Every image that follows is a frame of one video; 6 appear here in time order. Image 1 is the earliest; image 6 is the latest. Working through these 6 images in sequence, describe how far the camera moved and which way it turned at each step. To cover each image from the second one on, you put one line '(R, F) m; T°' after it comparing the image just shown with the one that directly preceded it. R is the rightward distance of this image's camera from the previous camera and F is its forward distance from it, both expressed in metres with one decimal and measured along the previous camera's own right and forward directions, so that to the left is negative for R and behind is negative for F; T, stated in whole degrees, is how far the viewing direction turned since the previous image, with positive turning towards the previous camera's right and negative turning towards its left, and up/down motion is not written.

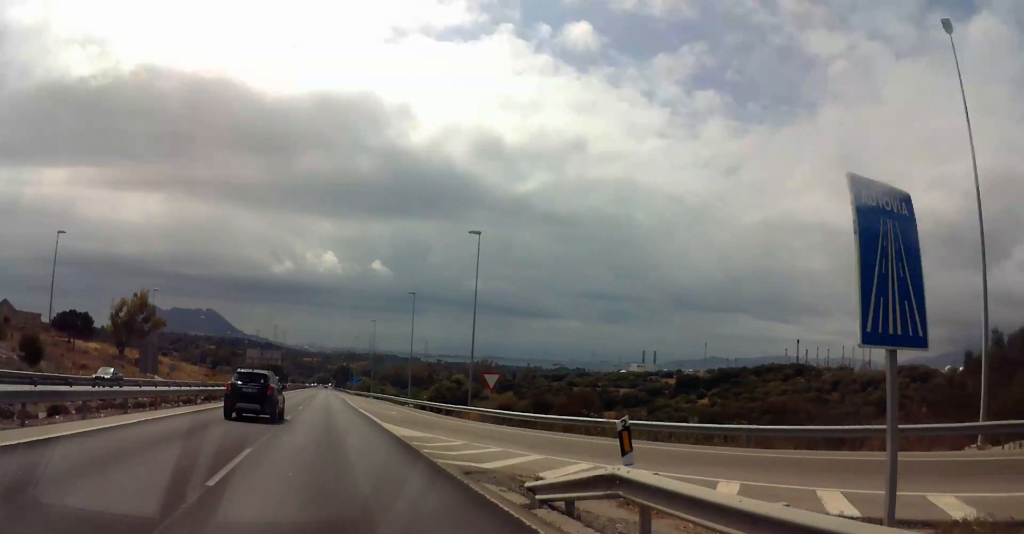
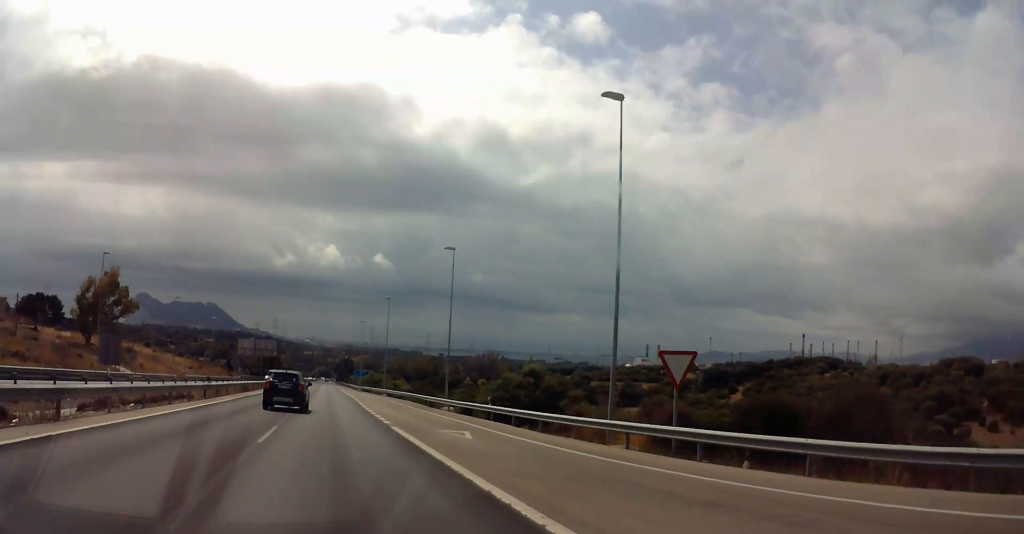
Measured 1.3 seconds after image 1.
(-0.4, +21.7) m; -2°
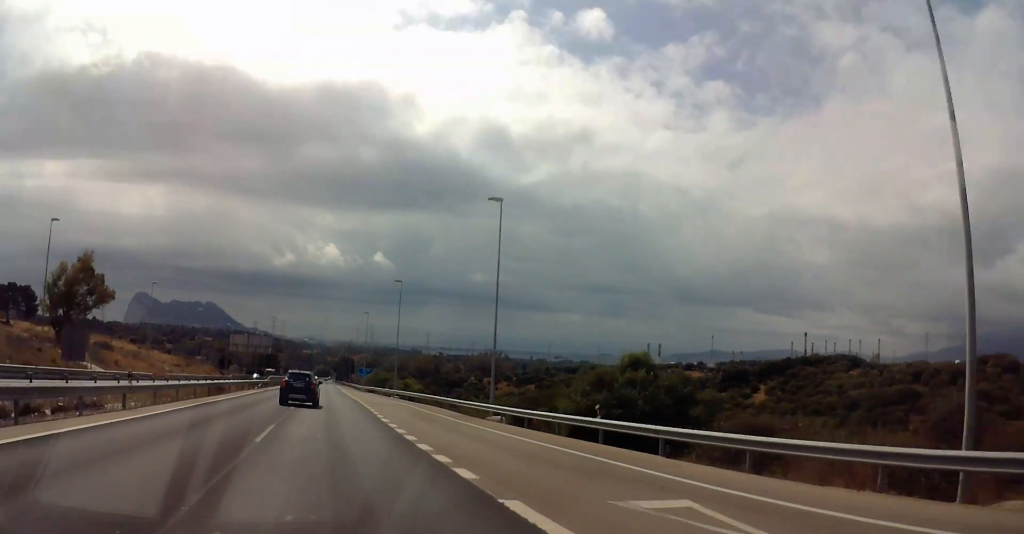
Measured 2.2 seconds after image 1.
(-0.1, +13.9) m; -1°
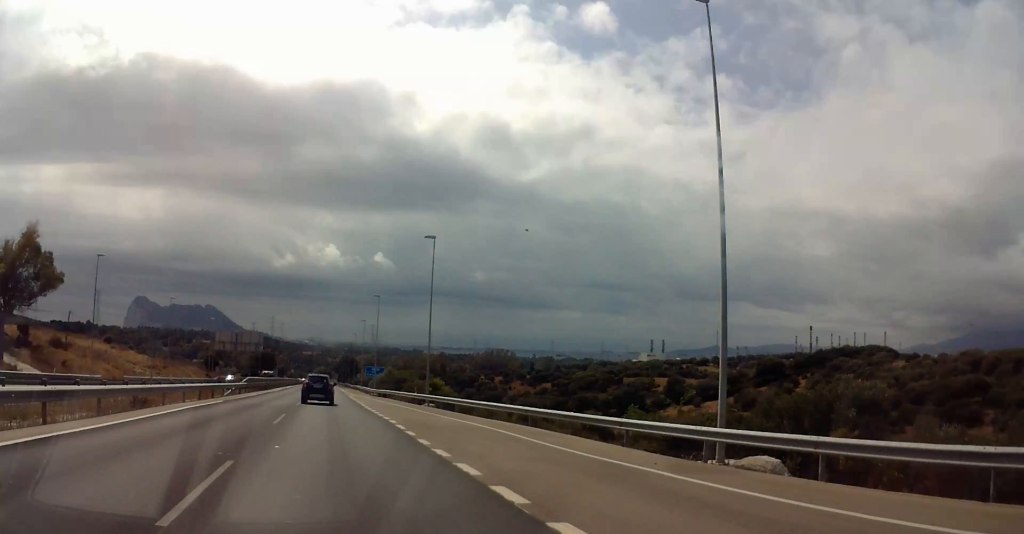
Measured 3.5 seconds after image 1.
(0.0, +22.1) m; 0°
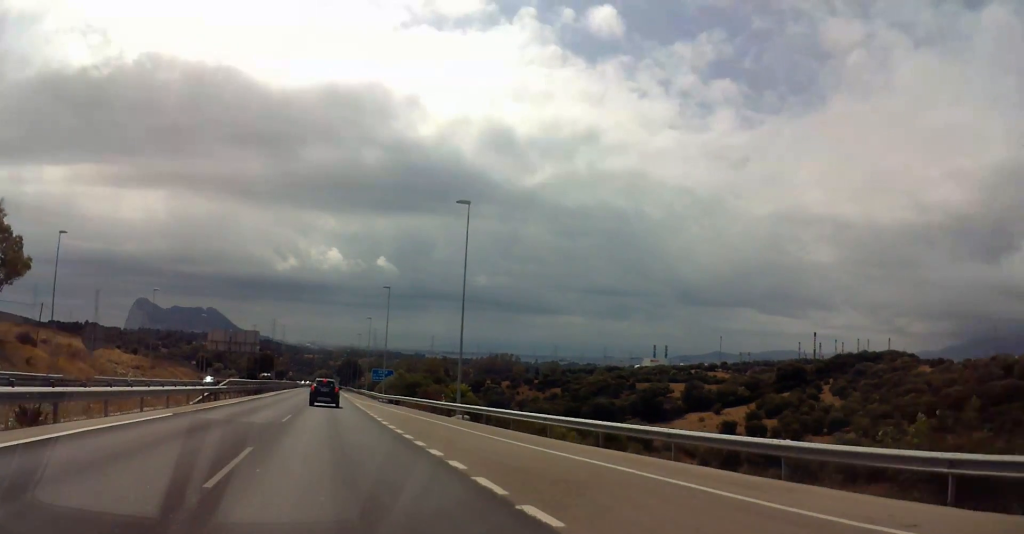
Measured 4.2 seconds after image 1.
(0.0, +12.2) m; 0°
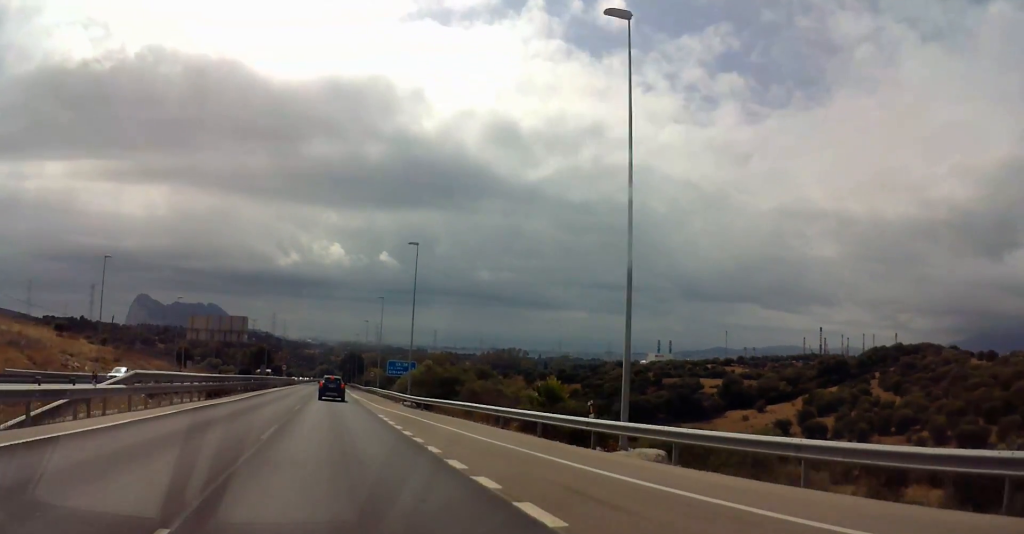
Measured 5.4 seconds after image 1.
(-0.1, +21.1) m; 0°
